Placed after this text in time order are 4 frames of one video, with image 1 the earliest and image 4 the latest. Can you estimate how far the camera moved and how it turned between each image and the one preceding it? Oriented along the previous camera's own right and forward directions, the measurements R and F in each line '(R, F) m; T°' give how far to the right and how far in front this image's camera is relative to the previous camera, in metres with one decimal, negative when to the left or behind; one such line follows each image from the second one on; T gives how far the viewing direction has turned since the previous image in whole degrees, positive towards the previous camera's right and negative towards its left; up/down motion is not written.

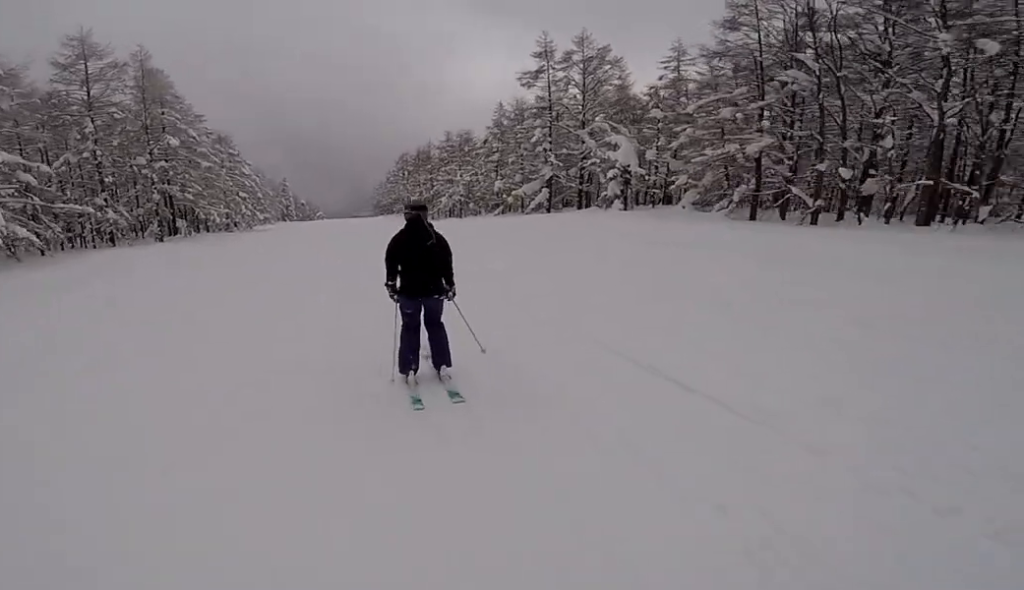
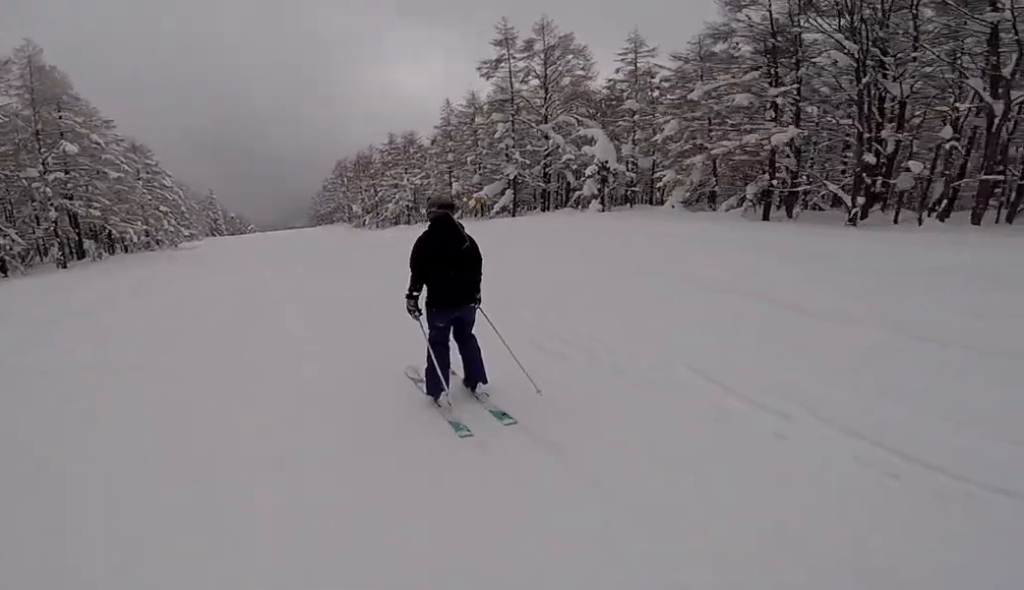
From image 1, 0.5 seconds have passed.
(0.0, +4.2) m; 0°
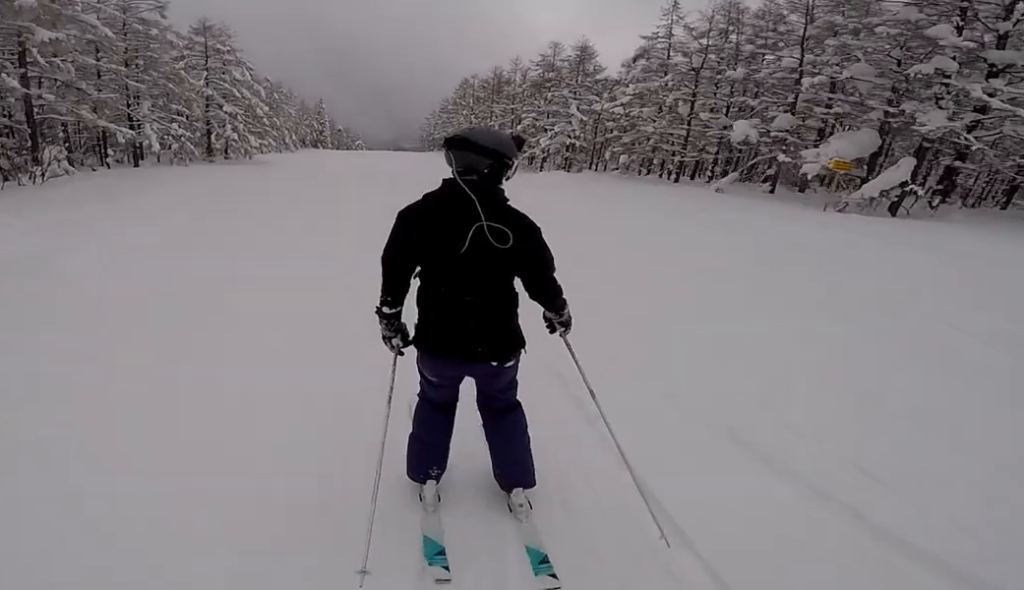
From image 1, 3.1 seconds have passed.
(-1.3, +18.6) m; -14°
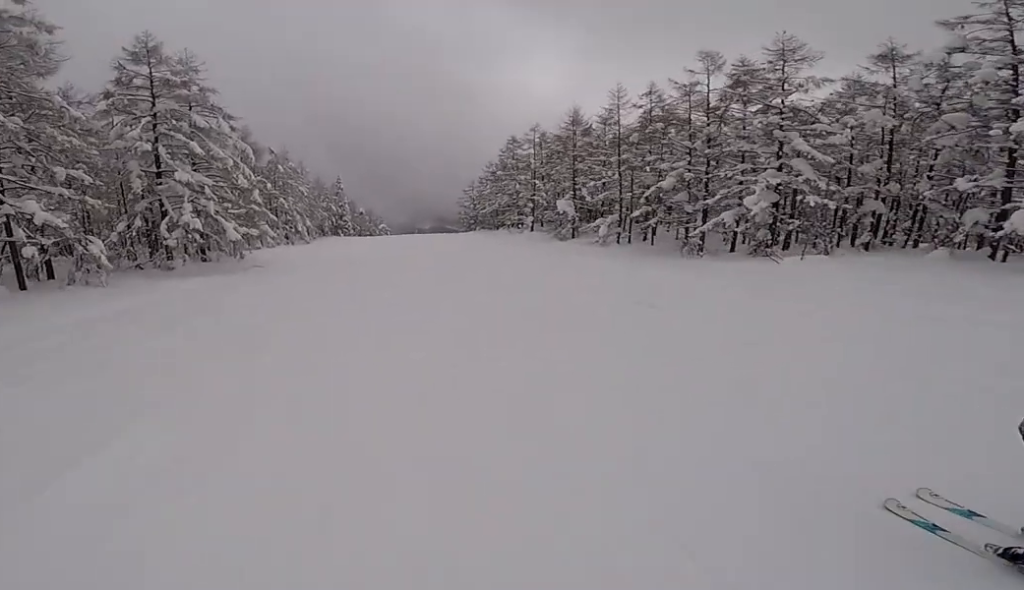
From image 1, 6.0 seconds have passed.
(-0.9, +20.2) m; +3°
